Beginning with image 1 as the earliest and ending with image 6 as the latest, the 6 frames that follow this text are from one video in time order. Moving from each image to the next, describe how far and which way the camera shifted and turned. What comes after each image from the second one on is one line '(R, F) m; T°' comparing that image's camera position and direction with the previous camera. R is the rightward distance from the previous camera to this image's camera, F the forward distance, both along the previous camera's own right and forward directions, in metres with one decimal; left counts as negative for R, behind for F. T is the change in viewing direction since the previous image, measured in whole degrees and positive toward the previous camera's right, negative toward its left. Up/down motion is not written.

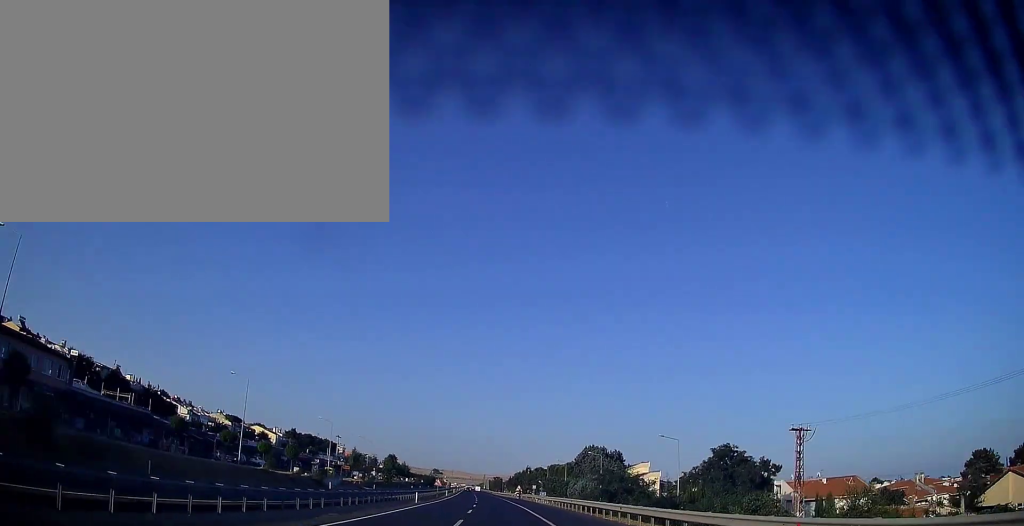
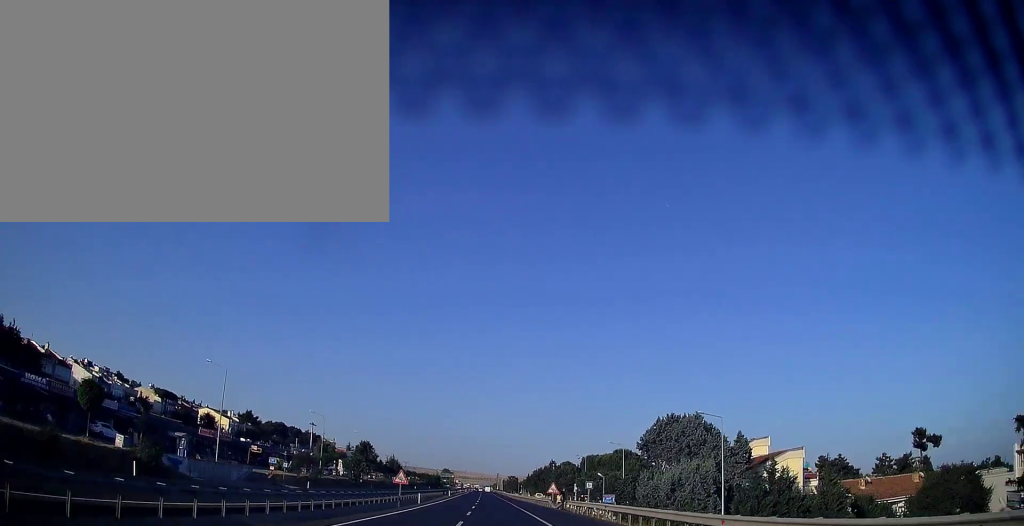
(-0.7, +48.0) m; -1°
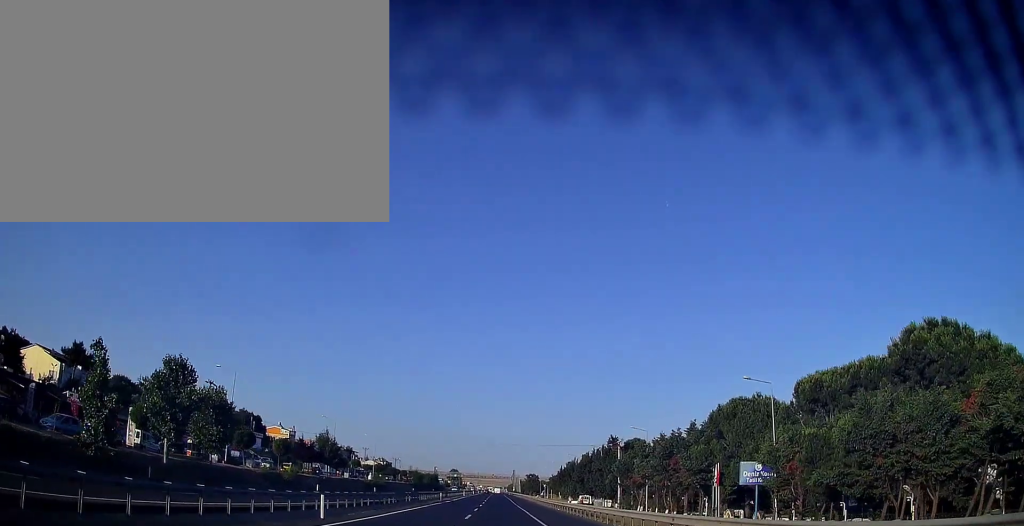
(-1.0, +75.4) m; -2°
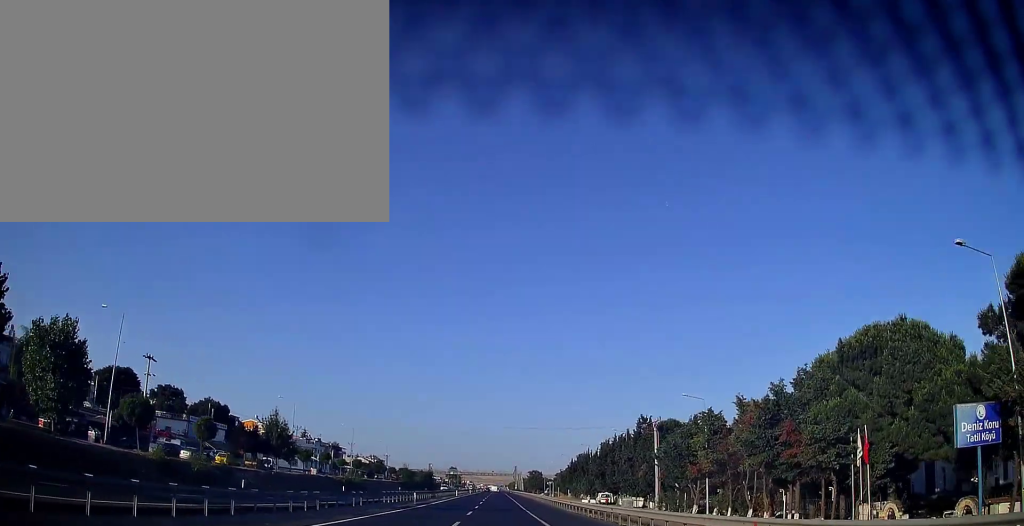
(-0.1, +21.7) m; 0°
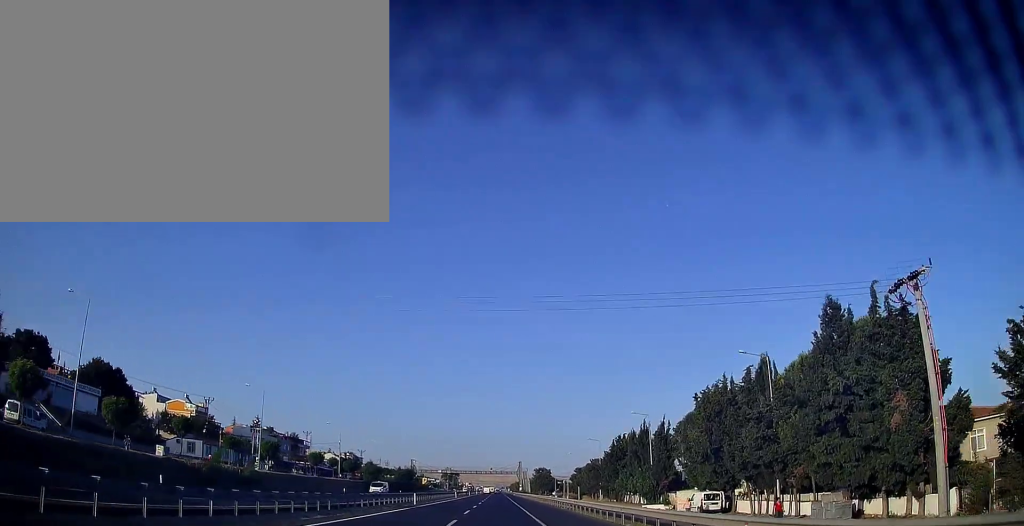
(0.0, +47.3) m; 0°
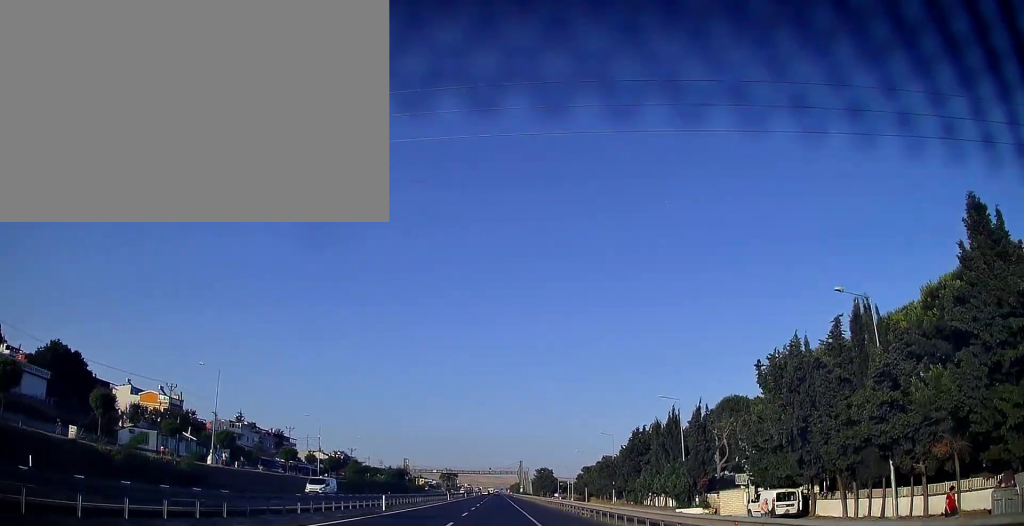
(0.0, +13.8) m; 0°
